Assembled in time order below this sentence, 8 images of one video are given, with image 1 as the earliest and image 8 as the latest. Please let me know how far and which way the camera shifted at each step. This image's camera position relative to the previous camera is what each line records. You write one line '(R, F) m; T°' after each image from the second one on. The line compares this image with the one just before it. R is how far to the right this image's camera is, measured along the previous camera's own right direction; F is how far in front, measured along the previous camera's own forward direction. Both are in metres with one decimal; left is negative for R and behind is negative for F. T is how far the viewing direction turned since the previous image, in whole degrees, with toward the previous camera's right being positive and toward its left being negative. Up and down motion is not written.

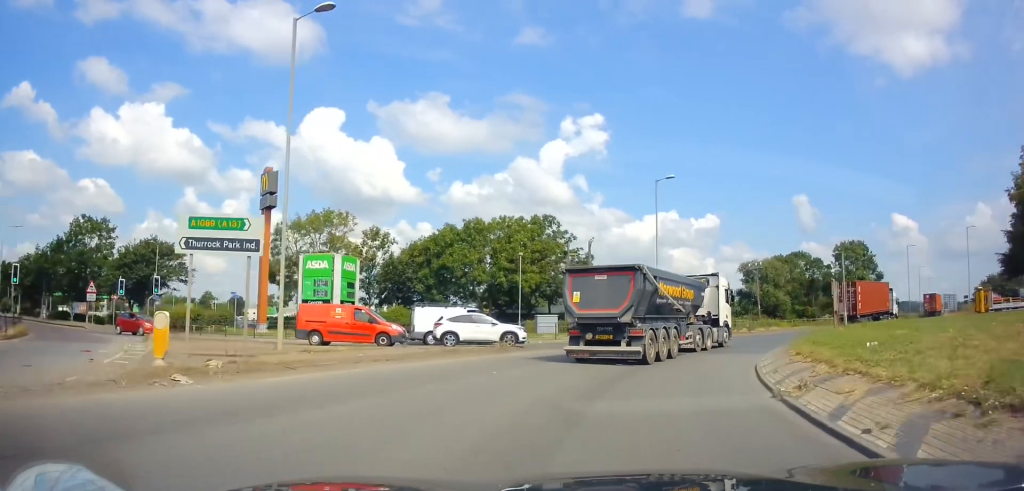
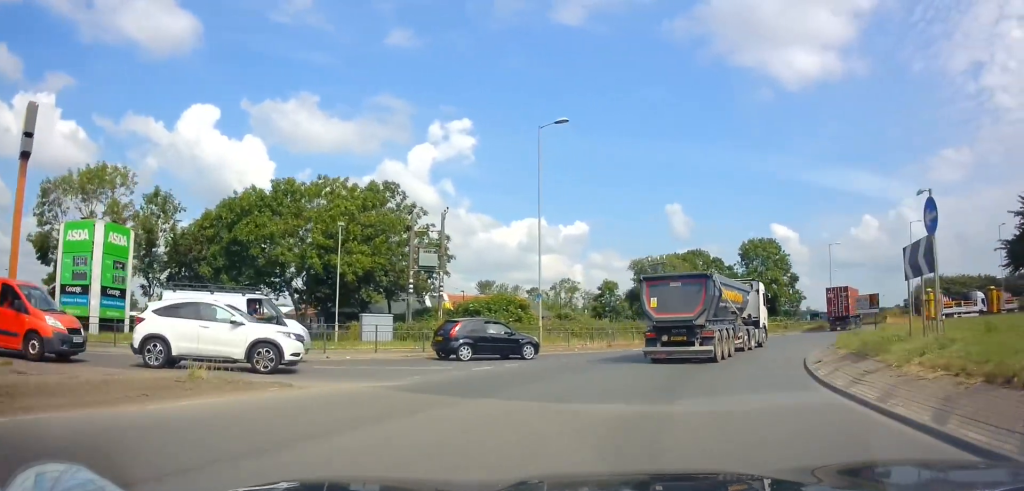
(+2.2, +13.9) m; +14°
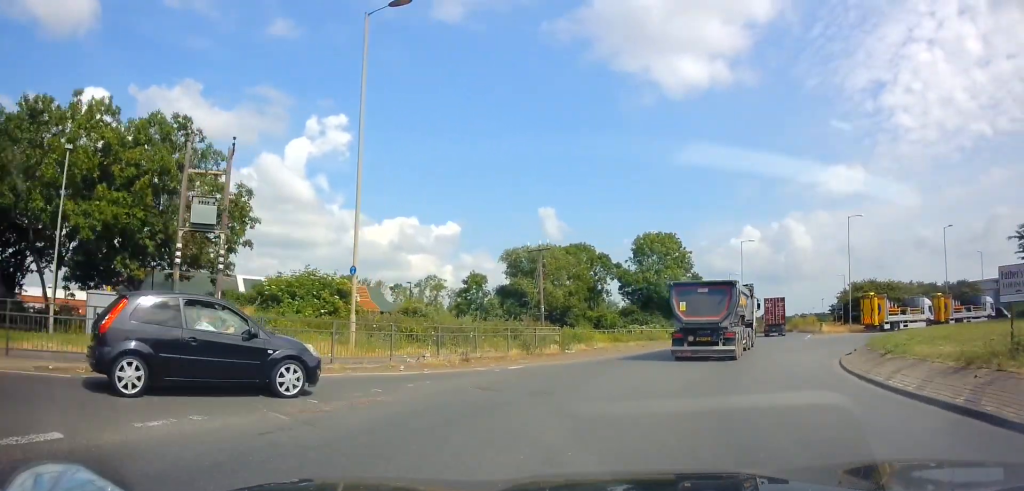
(+1.1, +11.6) m; +12°
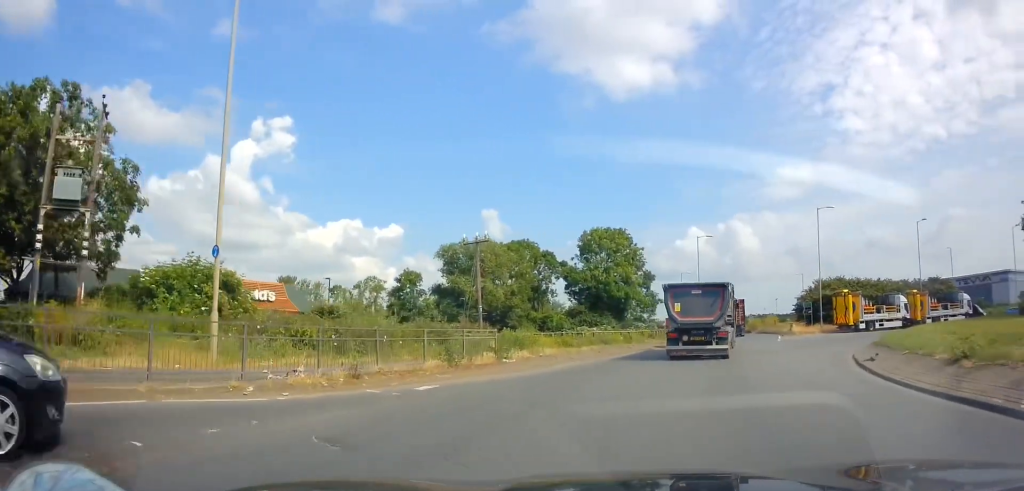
(+0.2, +5.0) m; +6°
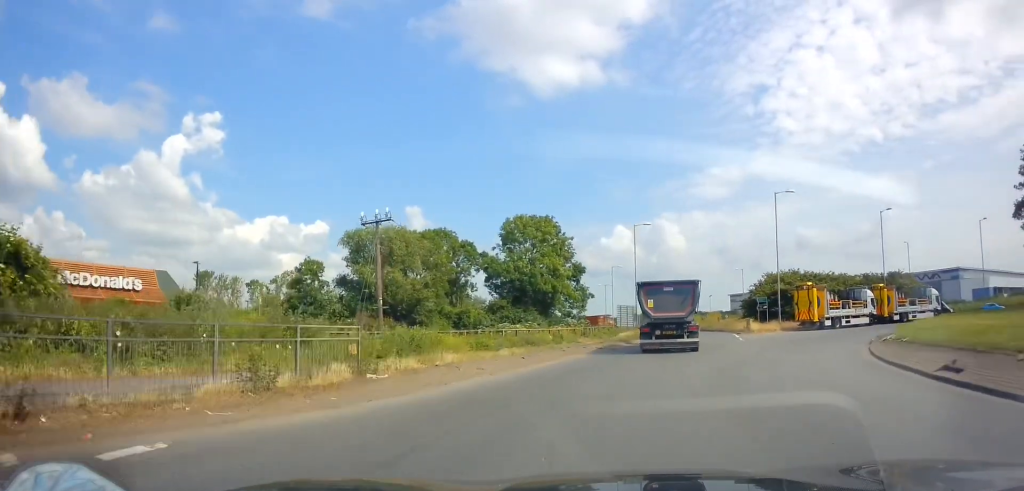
(+0.4, +6.8) m; +7°
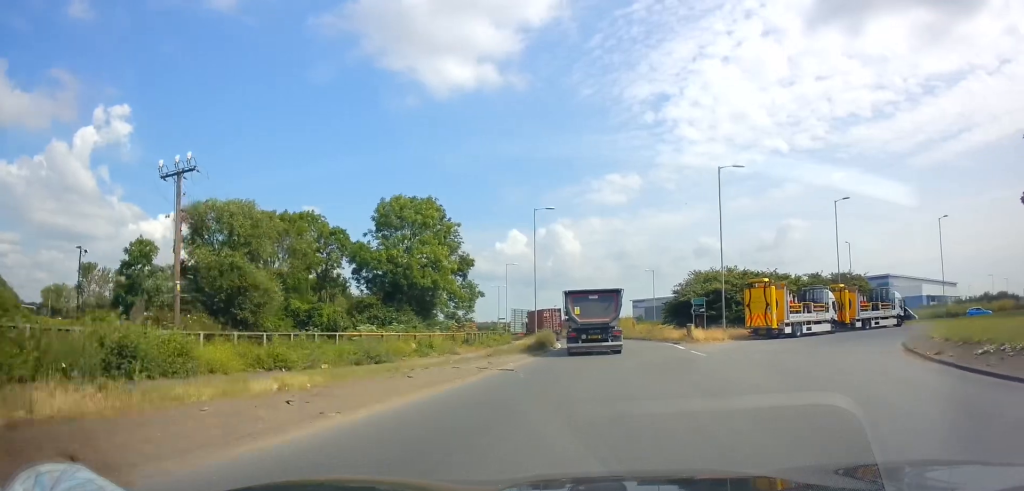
(+1.0, +10.8) m; +9°
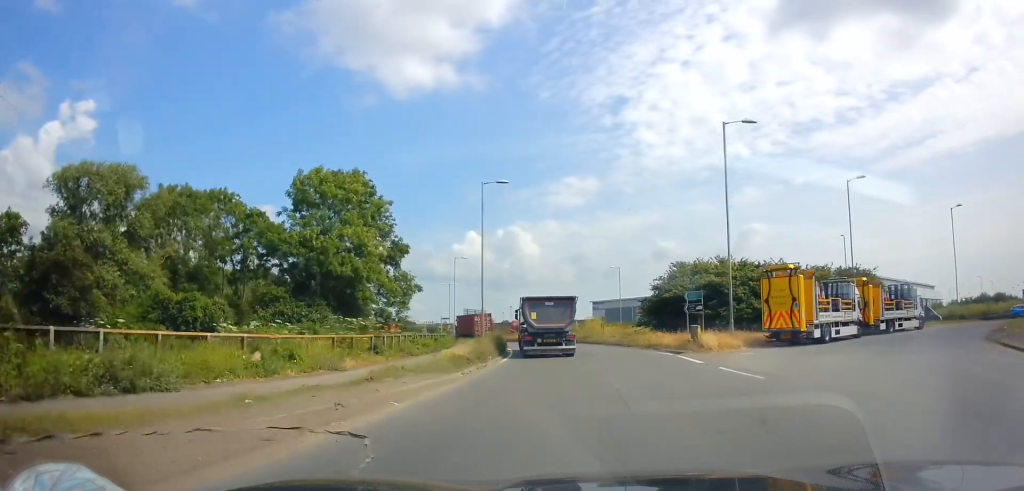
(+0.7, +10.0) m; +5°
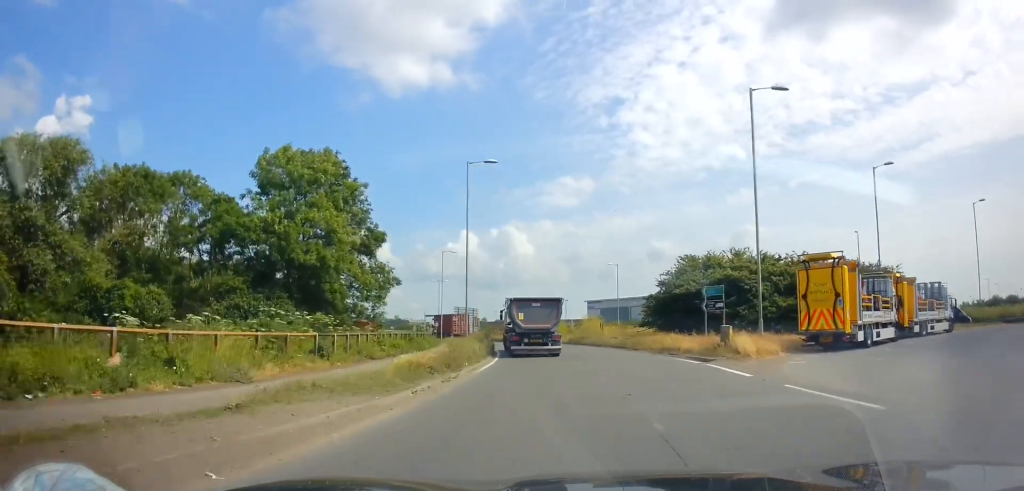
(+0.1, +5.0) m; +1°
